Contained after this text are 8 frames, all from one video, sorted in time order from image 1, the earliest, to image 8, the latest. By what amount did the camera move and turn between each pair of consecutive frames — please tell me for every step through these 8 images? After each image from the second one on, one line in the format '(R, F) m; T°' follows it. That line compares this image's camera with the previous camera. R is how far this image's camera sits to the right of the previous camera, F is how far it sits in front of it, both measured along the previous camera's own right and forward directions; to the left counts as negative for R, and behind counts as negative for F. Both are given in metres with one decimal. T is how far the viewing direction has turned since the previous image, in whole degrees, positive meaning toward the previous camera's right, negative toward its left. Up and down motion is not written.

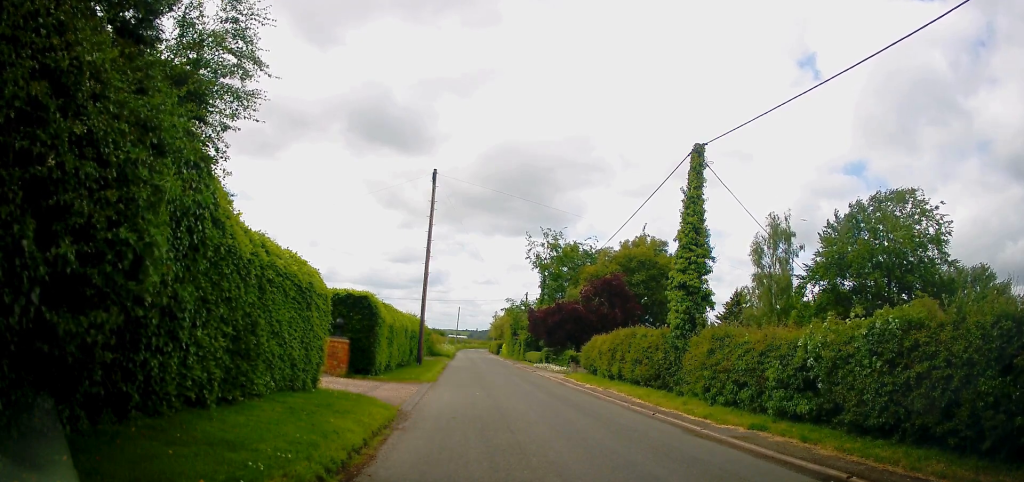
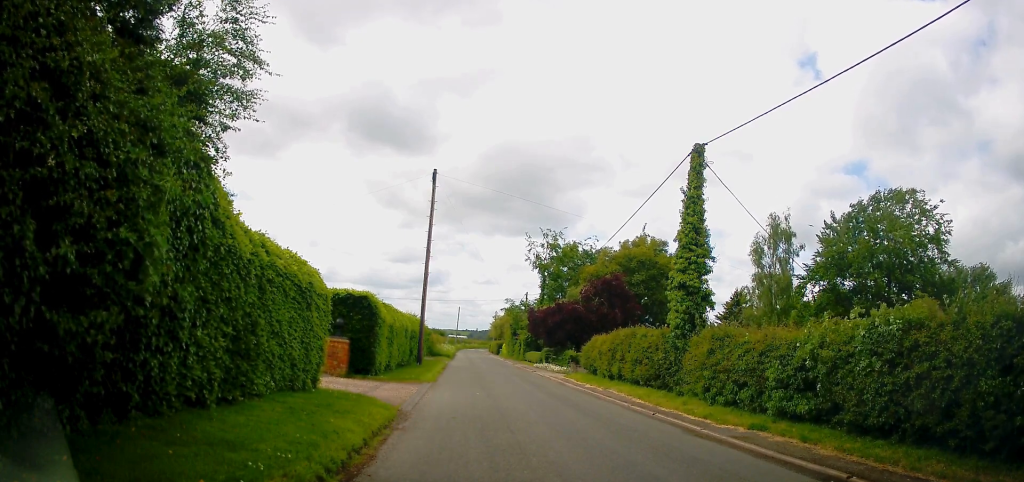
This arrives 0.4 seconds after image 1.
(0.0, 0.0) m; 0°
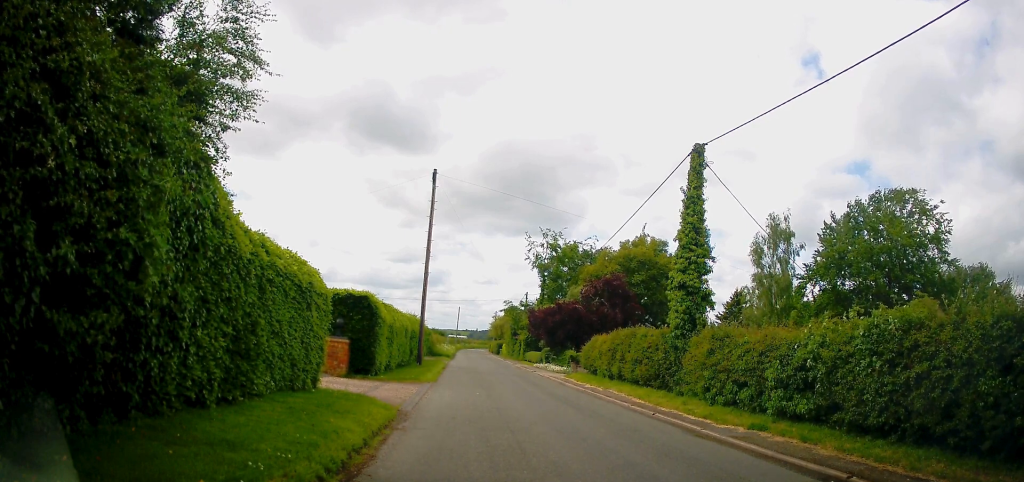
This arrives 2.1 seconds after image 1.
(0.0, 0.0) m; 0°
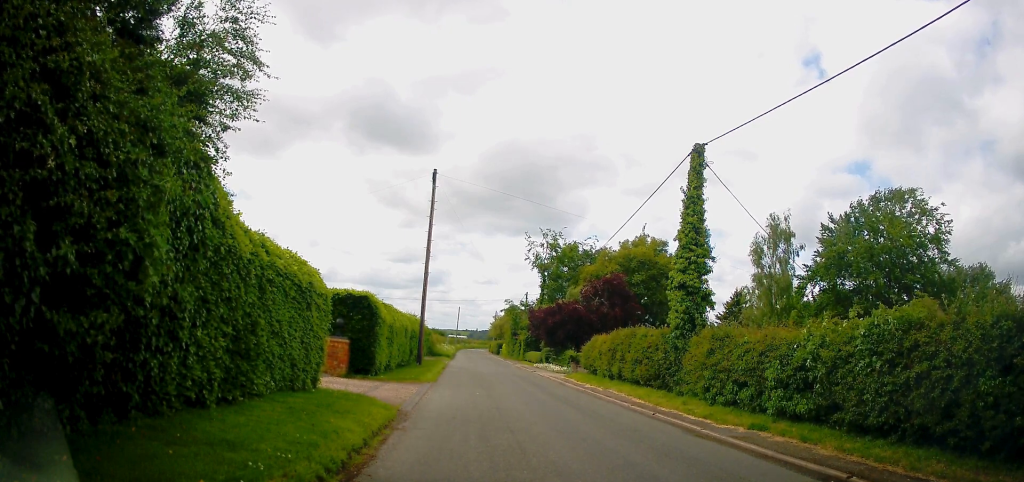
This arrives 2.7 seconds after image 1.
(0.0, 0.0) m; 0°
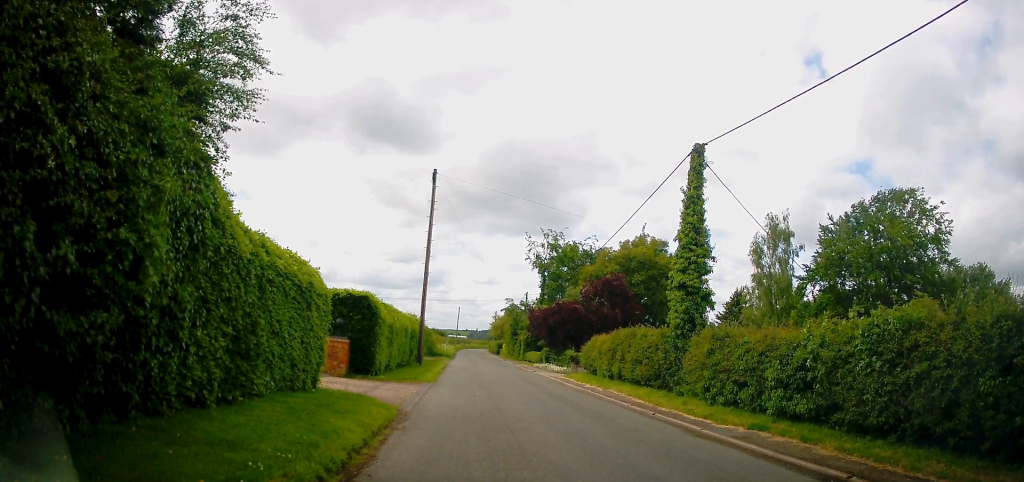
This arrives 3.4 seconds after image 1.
(0.0, 0.0) m; 0°
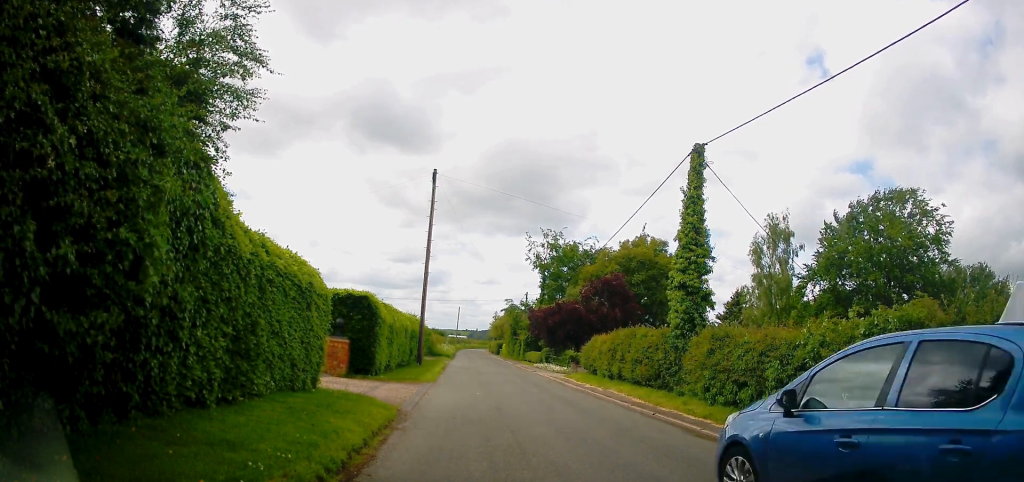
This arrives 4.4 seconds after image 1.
(0.0, 0.0) m; 0°
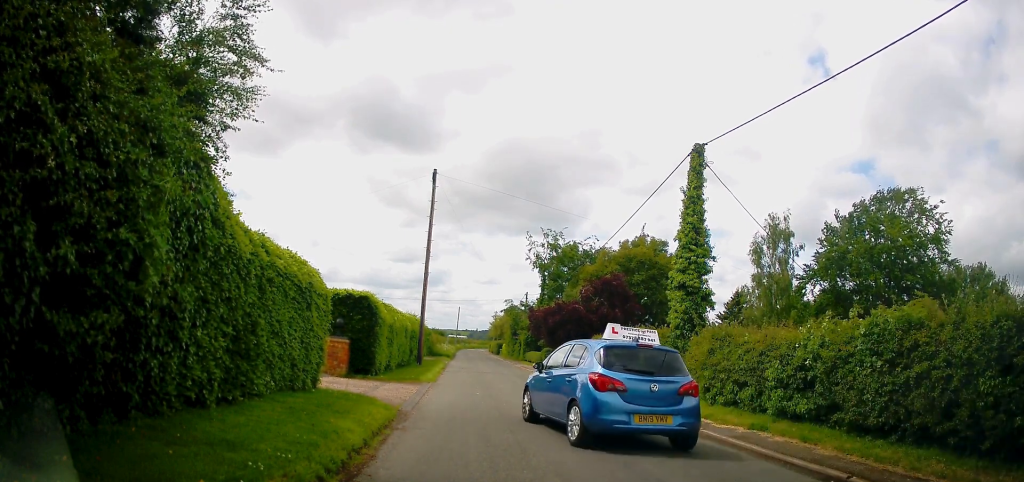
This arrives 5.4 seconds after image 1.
(0.0, 0.0) m; 0°
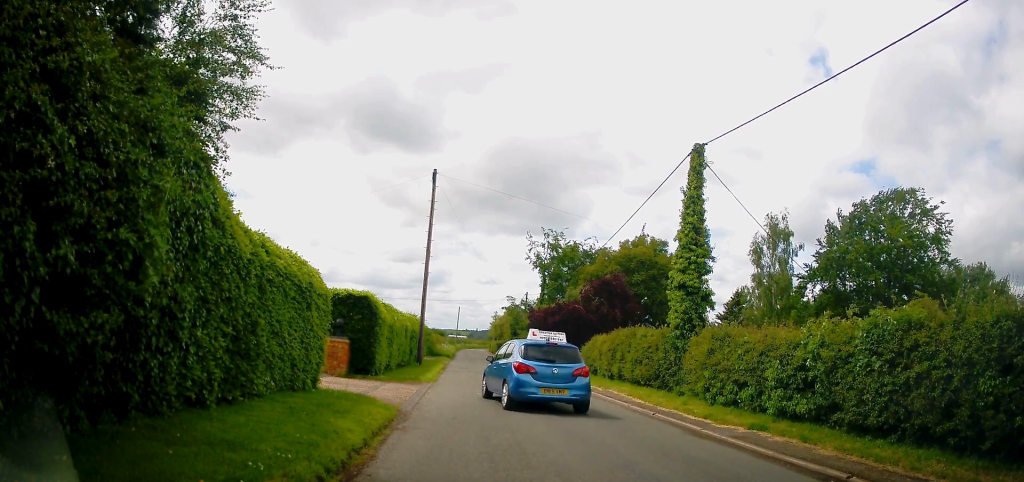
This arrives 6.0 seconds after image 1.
(0.0, 0.0) m; 0°
